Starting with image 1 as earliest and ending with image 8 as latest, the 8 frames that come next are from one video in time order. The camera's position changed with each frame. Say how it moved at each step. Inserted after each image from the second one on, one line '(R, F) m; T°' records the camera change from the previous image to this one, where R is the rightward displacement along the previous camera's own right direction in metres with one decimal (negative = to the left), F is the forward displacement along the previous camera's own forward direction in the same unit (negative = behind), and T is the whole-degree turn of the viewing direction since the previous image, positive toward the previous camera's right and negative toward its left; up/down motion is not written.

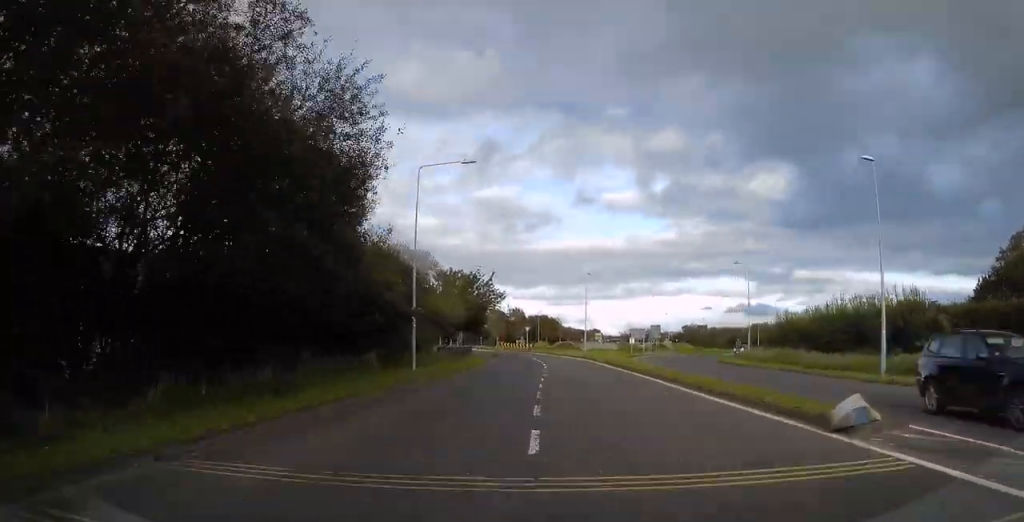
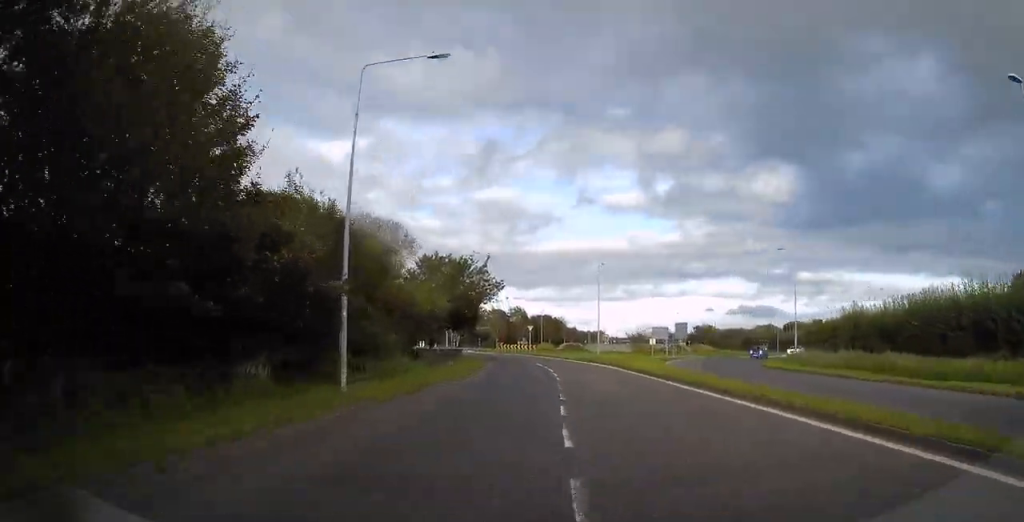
(-0.1, +13.1) m; -1°
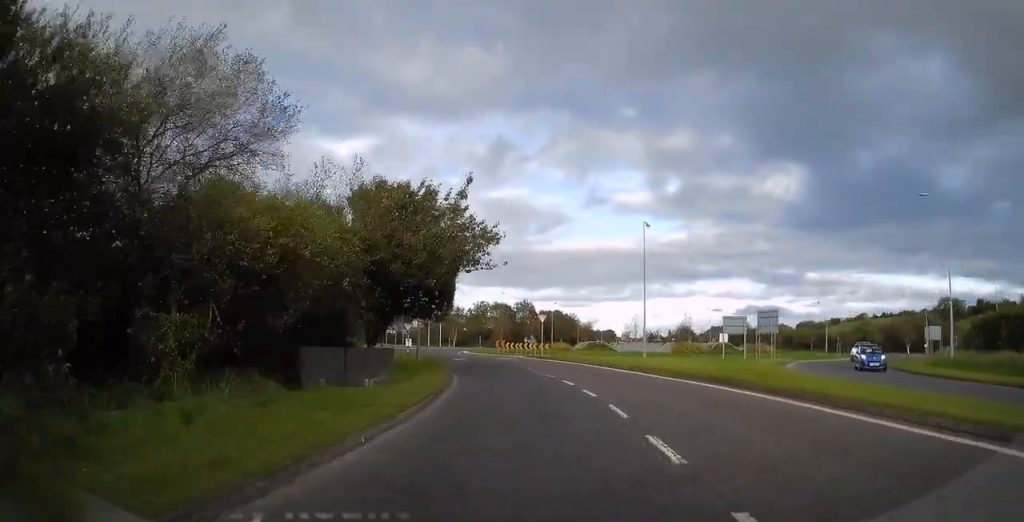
(-0.2, +25.9) m; -1°
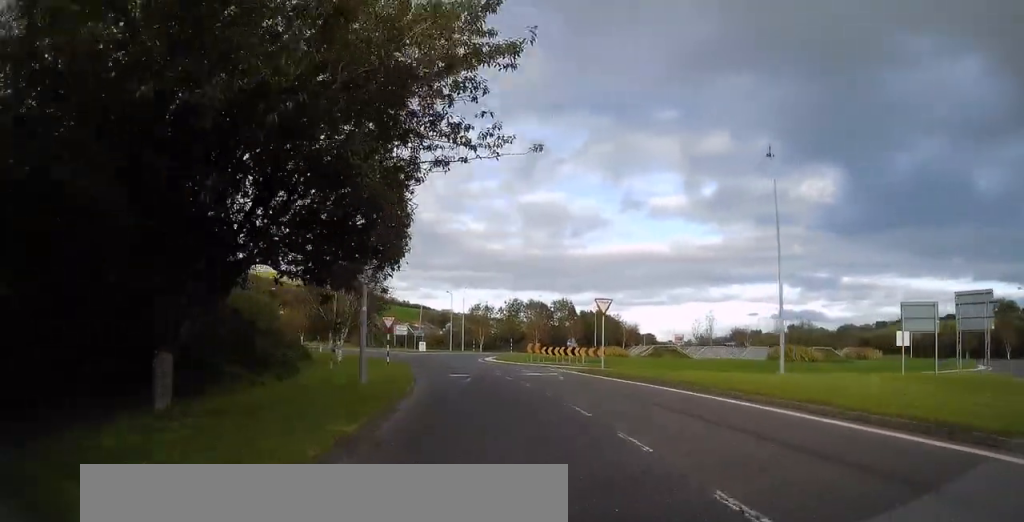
(0.0, +23.0) m; 0°
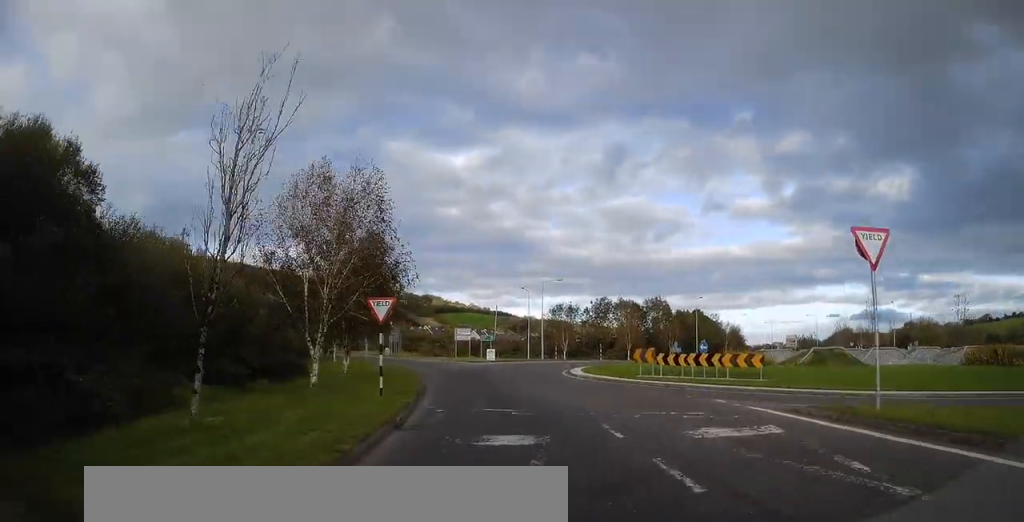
(-0.1, +18.3) m; -1°
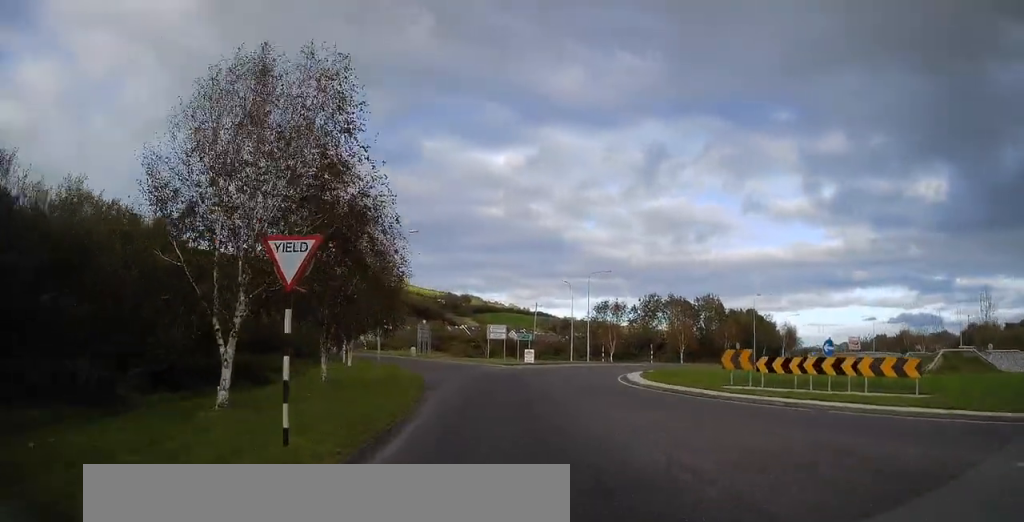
(0.0, +8.9) m; 0°
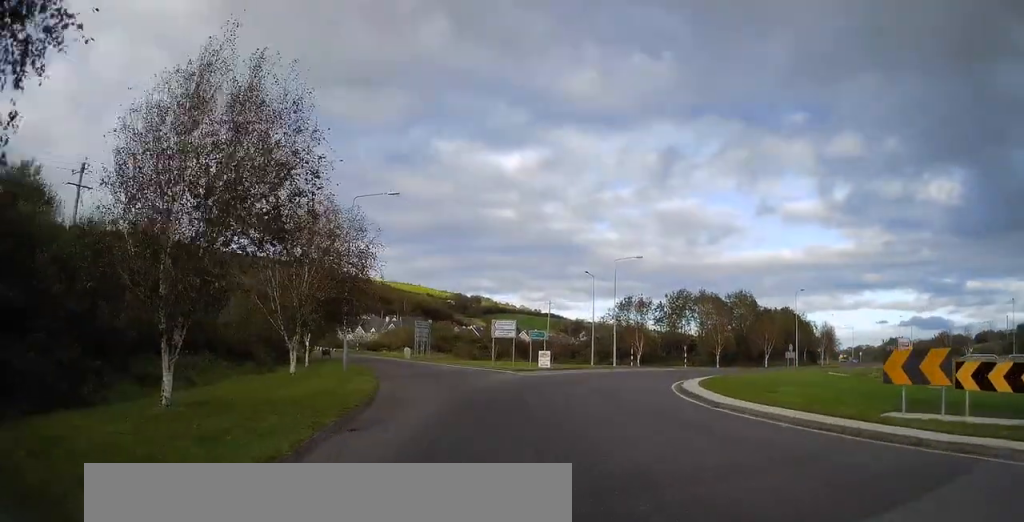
(0.0, +10.1) m; 0°
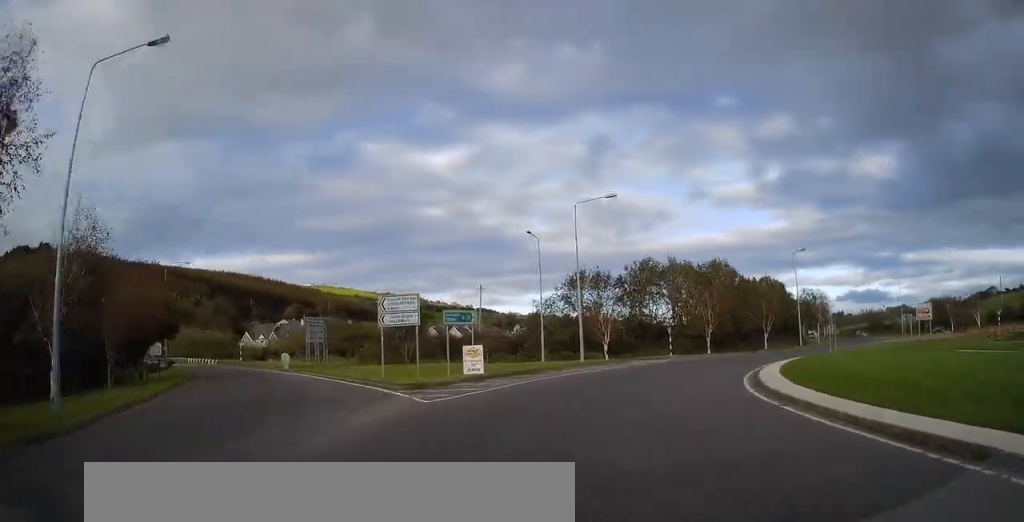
(-0.2, +15.8) m; -3°
